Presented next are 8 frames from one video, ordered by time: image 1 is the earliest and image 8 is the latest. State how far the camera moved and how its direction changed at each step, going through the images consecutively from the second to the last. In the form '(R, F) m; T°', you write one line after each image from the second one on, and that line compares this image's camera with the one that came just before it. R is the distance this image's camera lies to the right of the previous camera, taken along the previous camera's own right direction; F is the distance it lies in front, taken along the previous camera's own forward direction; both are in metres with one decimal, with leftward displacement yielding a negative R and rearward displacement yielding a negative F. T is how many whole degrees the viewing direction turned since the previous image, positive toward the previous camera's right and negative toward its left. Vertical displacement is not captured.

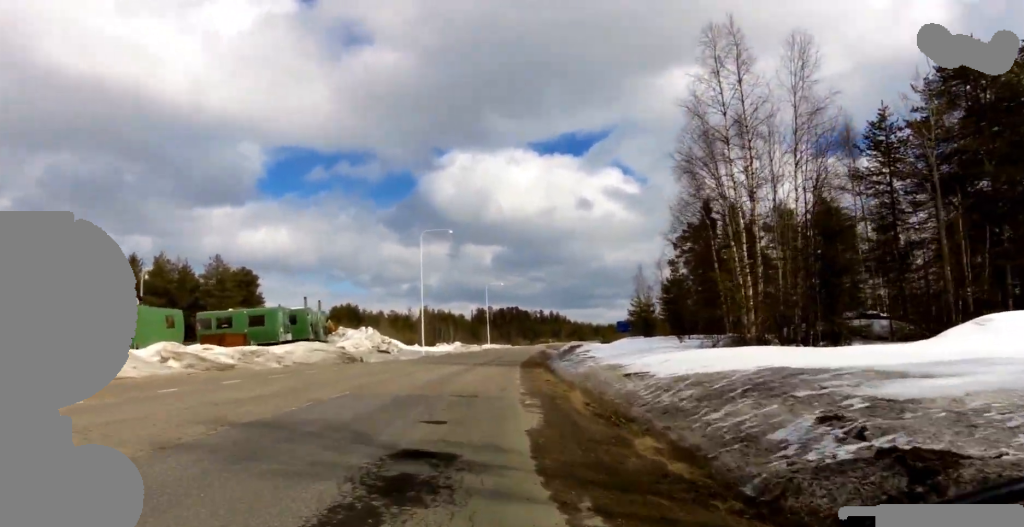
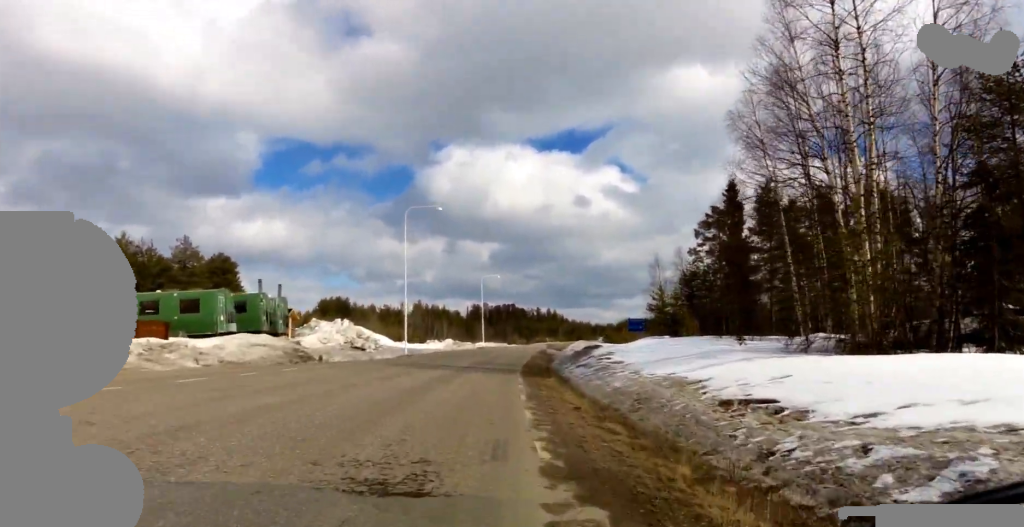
(+0.1, +8.0) m; +7°
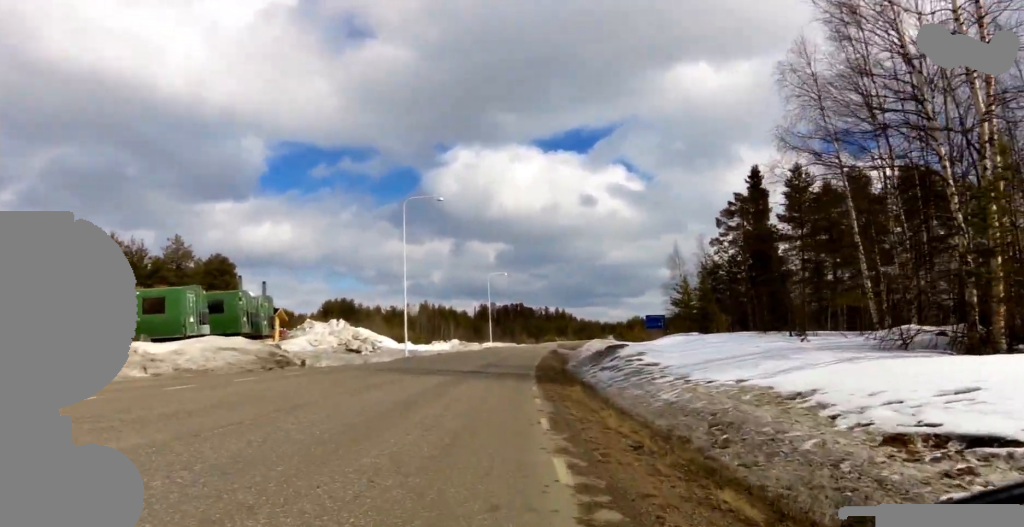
(+0.5, +3.9) m; +4°
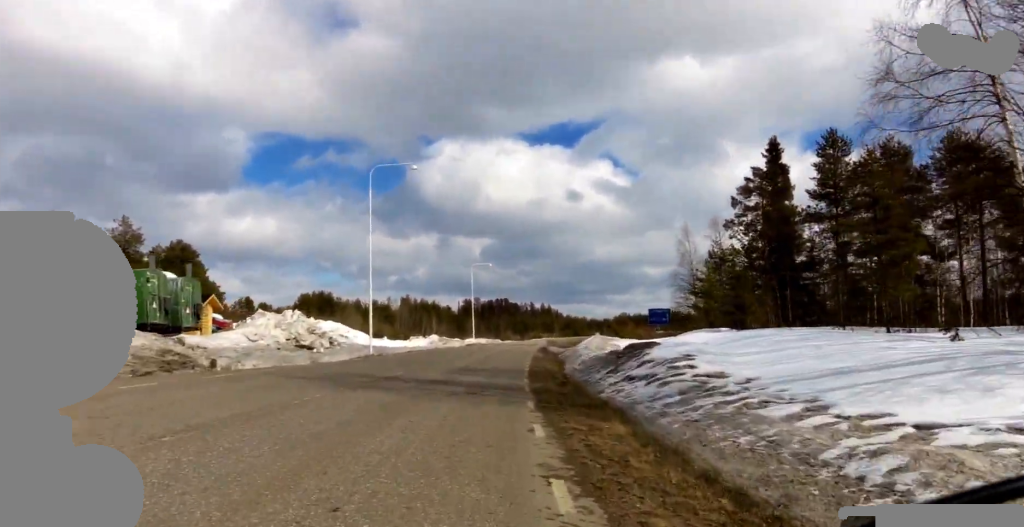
(+0.4, +6.7) m; 0°
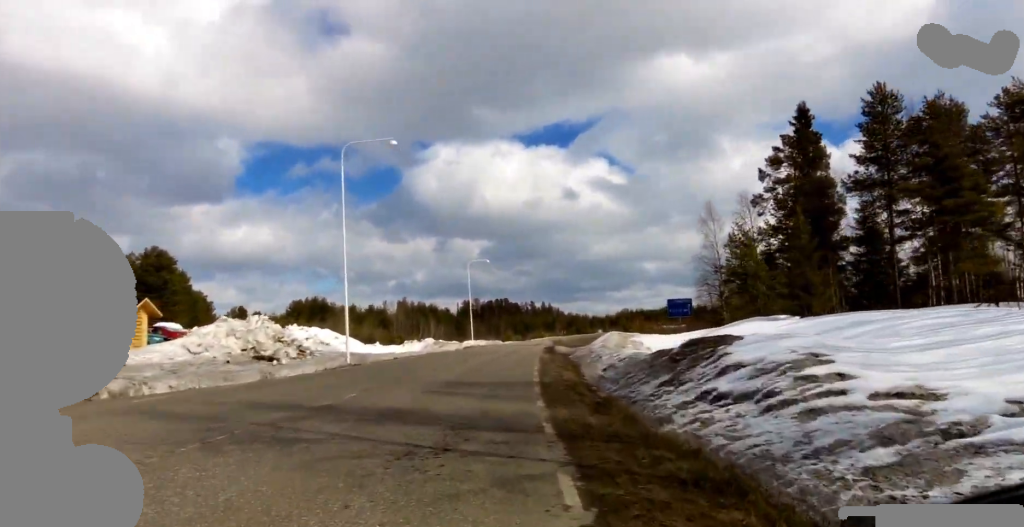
(+0.2, +5.6) m; -5°
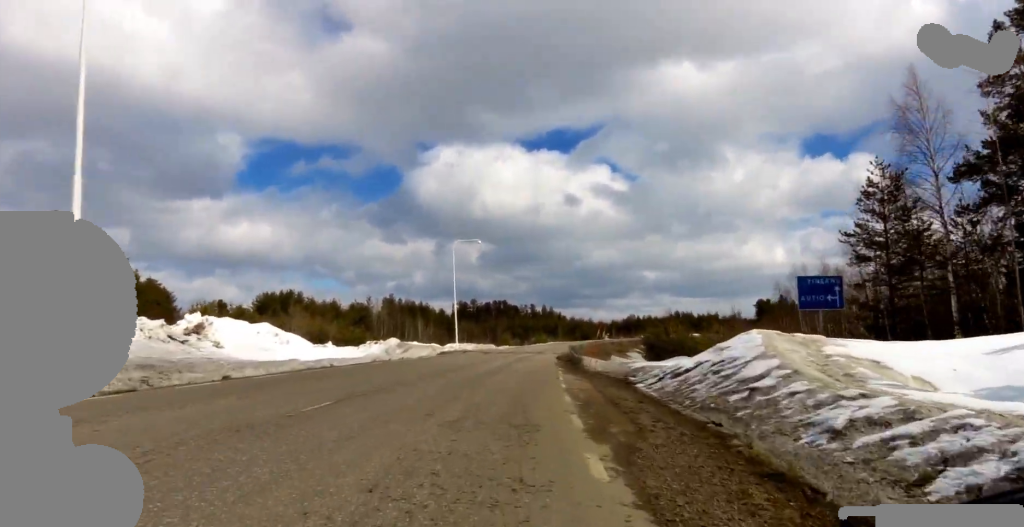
(-0.4, +20.0) m; +1°
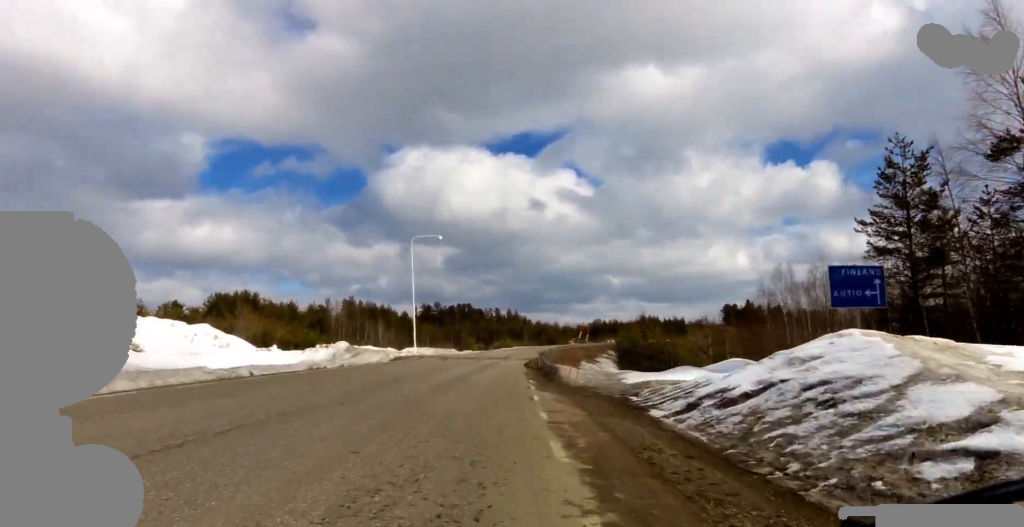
(-0.8, +4.9) m; +1°
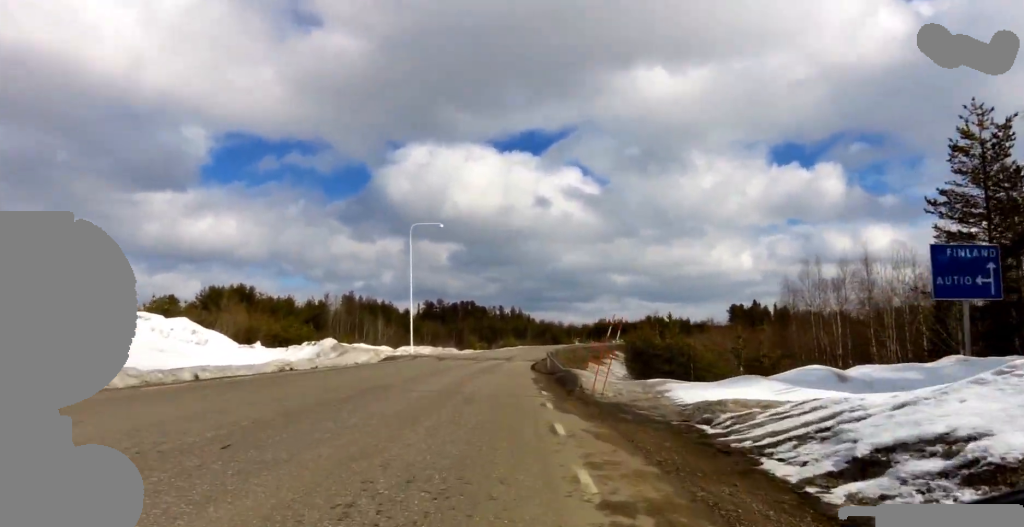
(+0.6, +4.3) m; +4°
